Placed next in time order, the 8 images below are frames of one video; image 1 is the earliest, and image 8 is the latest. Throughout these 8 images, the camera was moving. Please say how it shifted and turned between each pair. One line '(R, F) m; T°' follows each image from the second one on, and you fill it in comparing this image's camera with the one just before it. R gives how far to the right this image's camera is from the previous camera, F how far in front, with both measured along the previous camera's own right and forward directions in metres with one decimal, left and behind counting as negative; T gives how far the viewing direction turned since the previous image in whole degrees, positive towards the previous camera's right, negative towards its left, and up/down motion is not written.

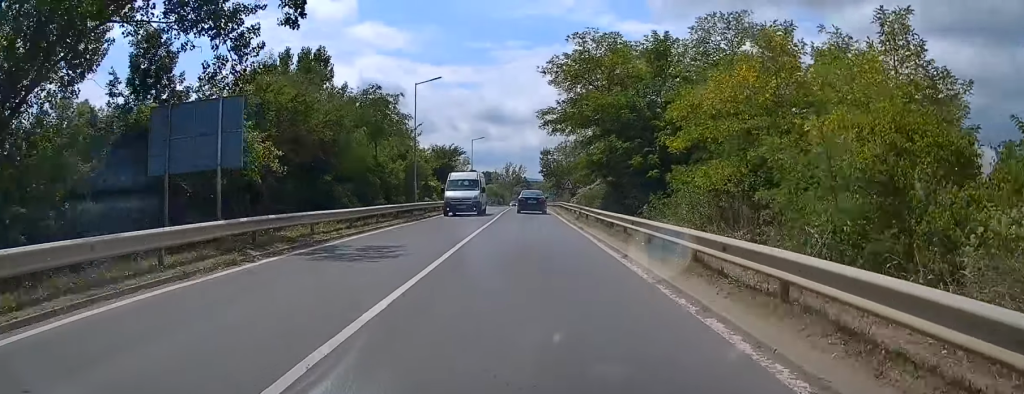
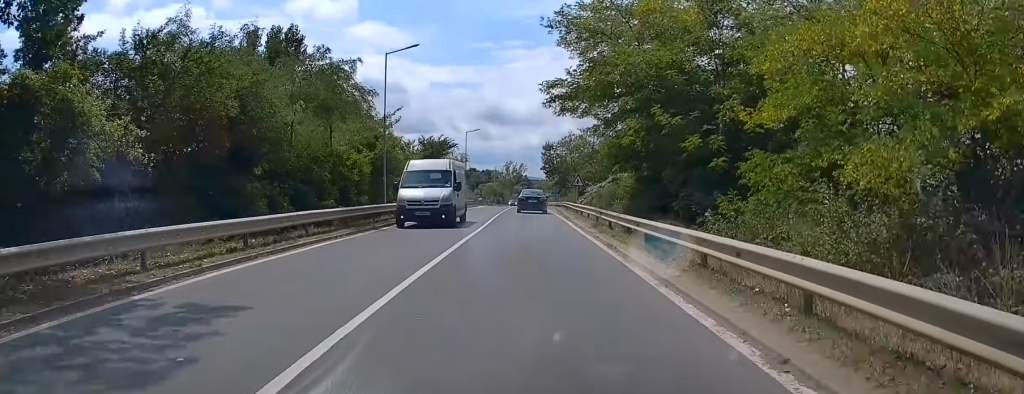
(0.0, +8.7) m; 0°
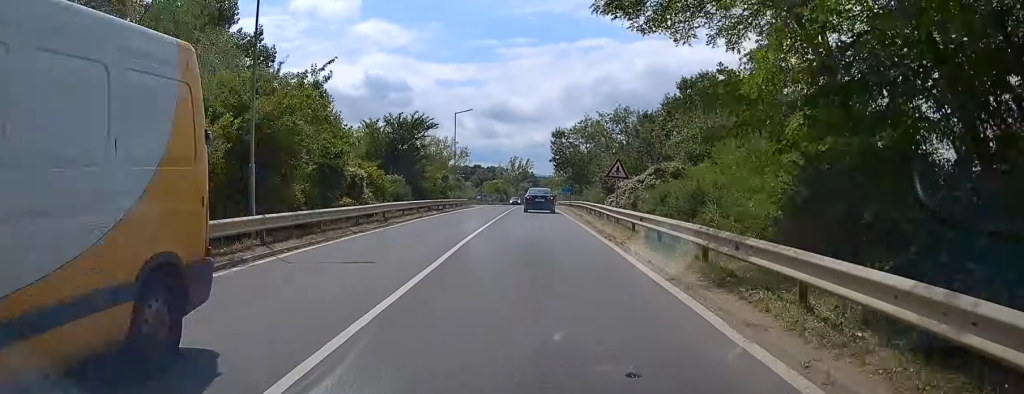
(-0.1, +15.9) m; -1°
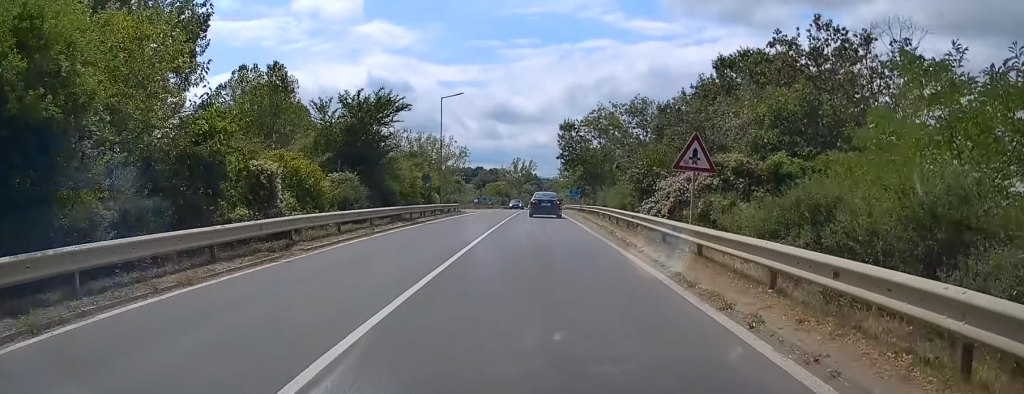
(-0.2, +11.0) m; 0°
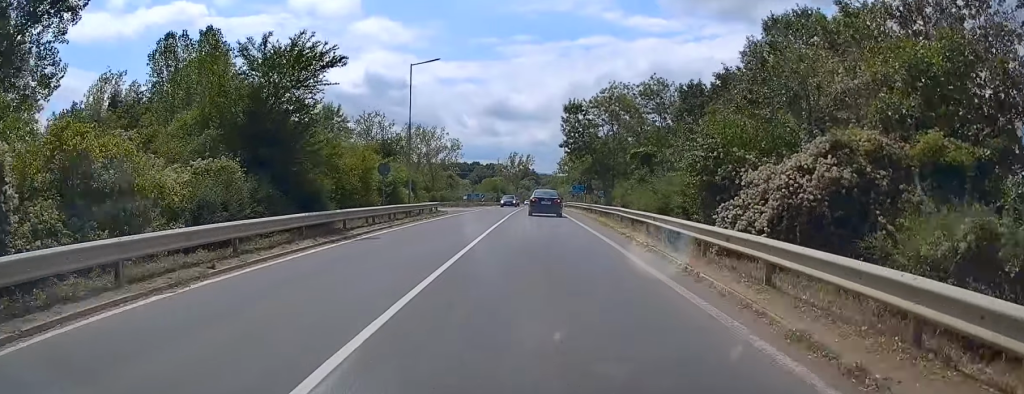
(+0.2, +11.3) m; 0°
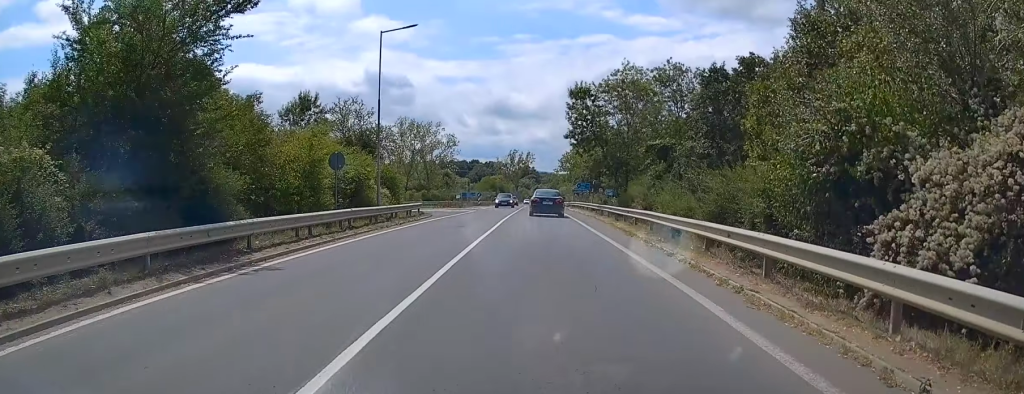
(0.0, +7.4) m; 0°
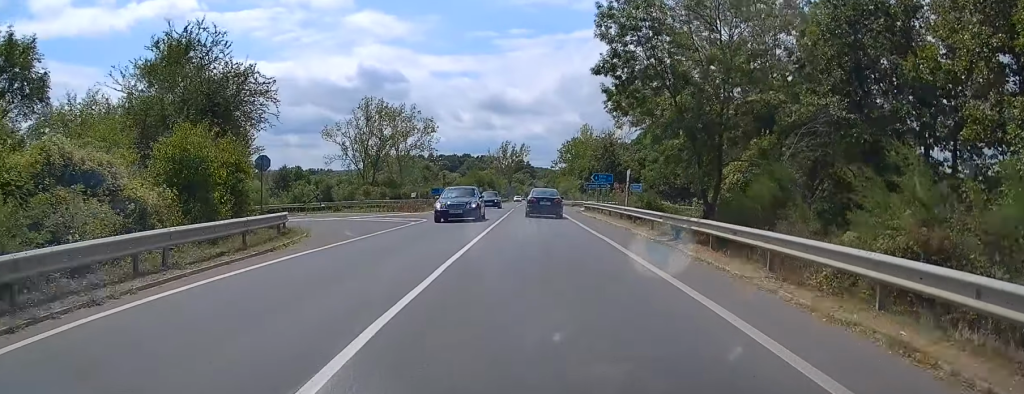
(+0.1, +22.9) m; +1°
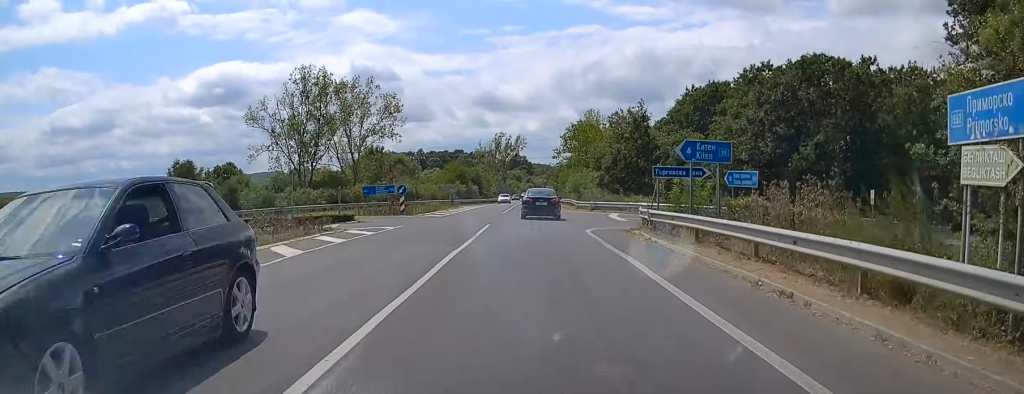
(0.0, +27.6) m; -1°
